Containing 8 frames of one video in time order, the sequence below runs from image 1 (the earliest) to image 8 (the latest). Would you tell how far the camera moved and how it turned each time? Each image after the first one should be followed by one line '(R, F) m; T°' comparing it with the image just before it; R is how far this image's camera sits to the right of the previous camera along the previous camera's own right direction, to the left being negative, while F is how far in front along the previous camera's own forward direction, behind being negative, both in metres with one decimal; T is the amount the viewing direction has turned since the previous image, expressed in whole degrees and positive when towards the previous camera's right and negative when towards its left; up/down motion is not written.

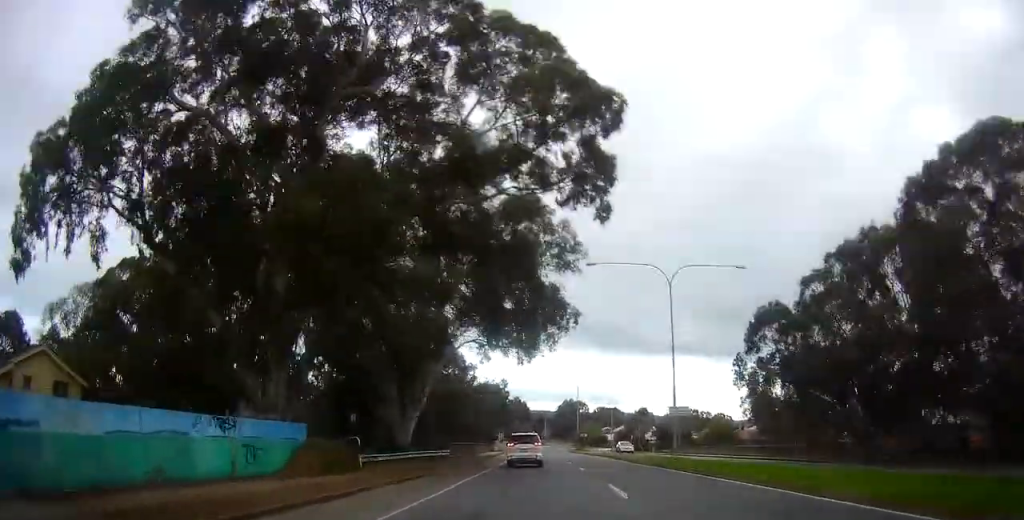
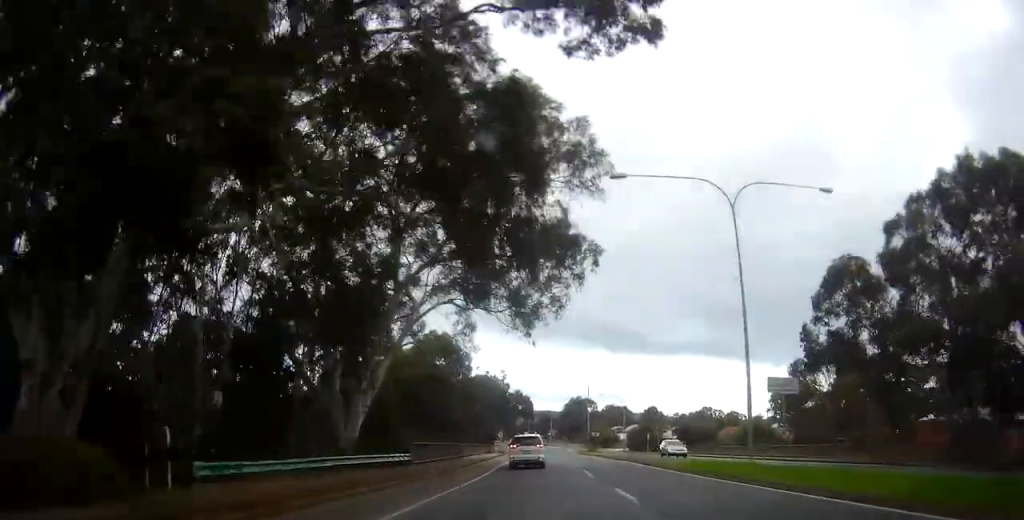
(-0.5, +13.1) m; -2°
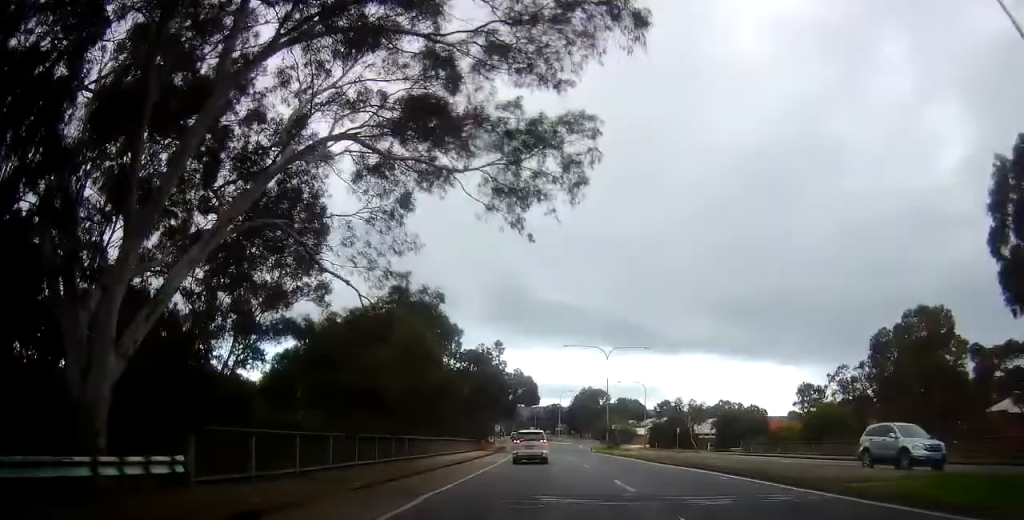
(-0.2, +18.9) m; -1°
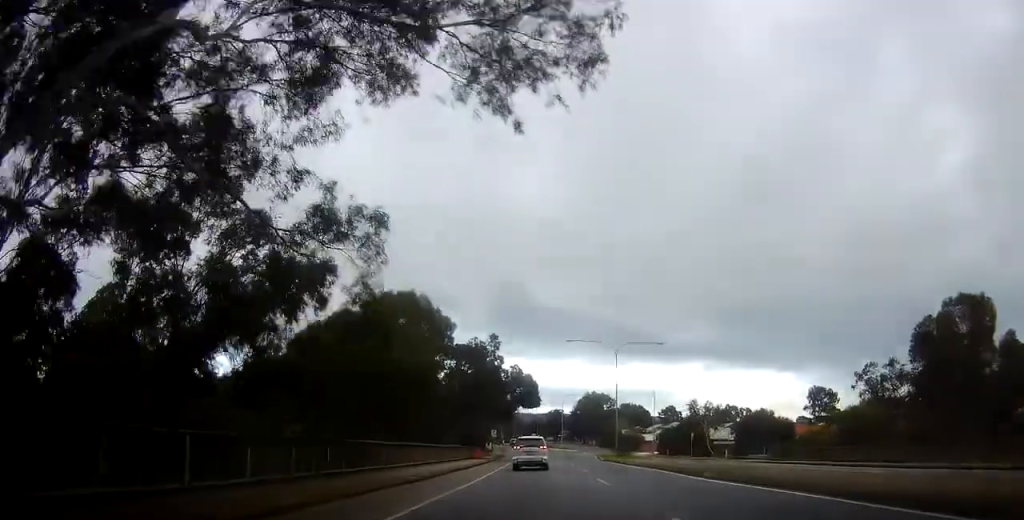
(0.0, +7.6) m; 0°
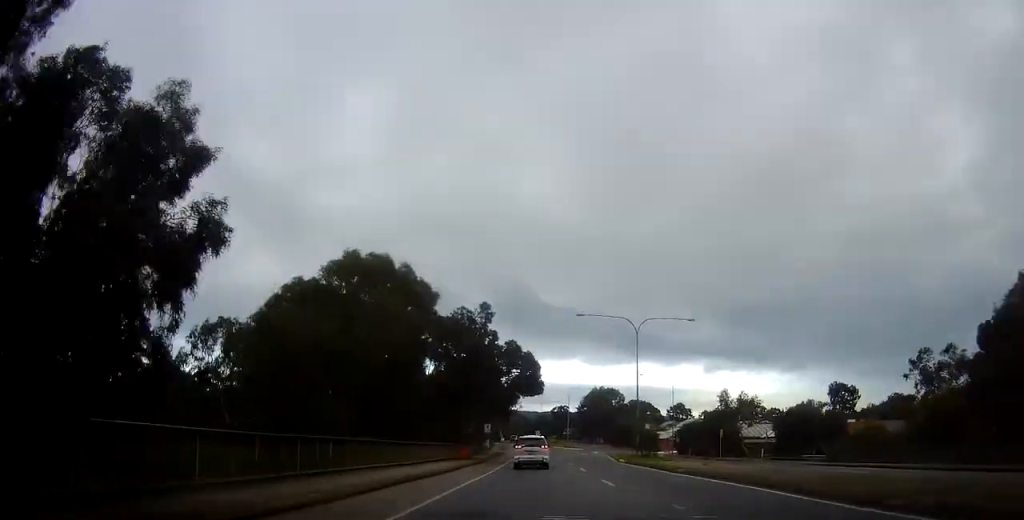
(0.0, +11.9) m; -1°
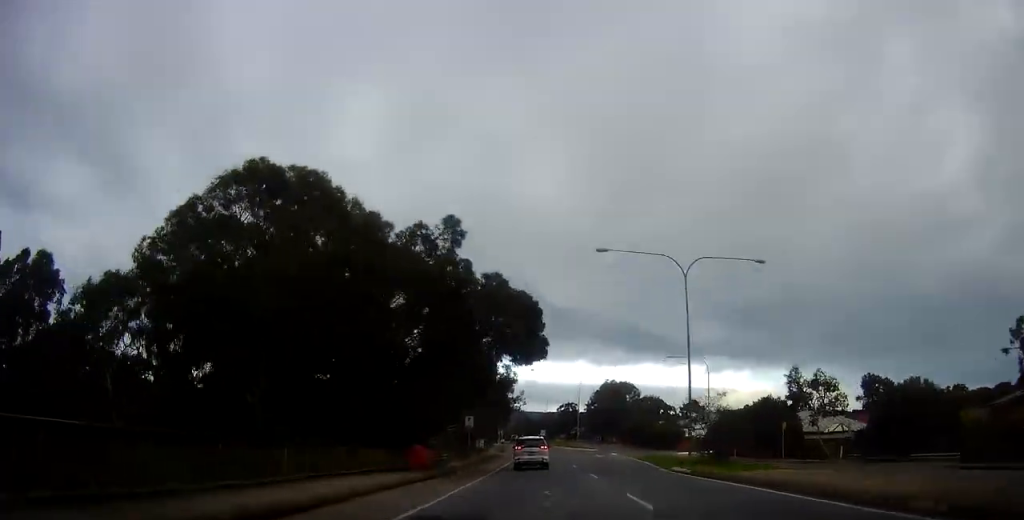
(-0.2, +17.1) m; +1°
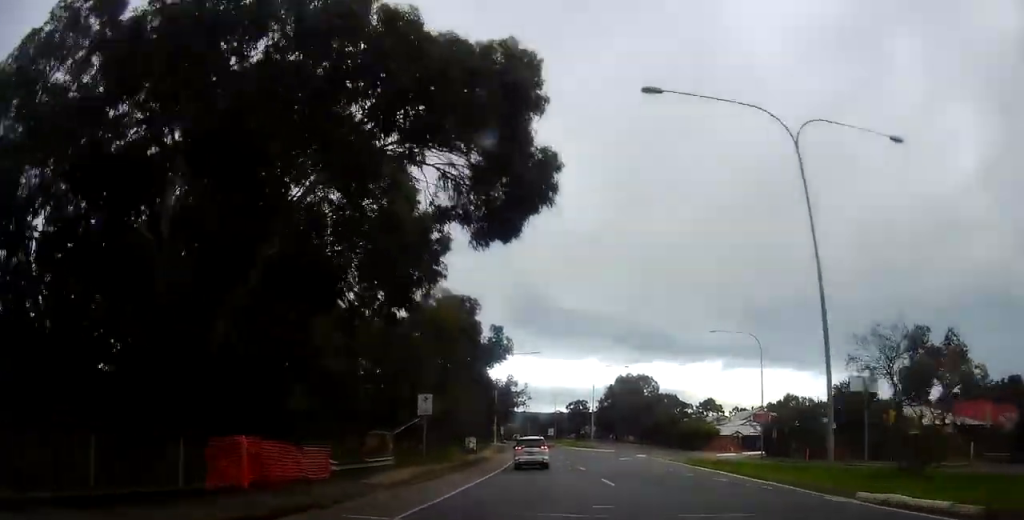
(+0.3, +16.6) m; -1°
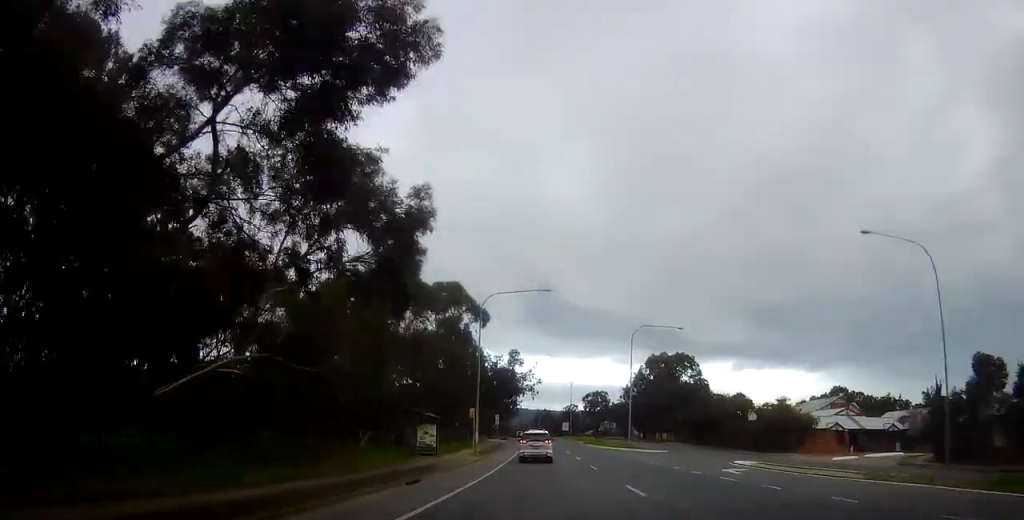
(-0.8, +28.2) m; -2°
